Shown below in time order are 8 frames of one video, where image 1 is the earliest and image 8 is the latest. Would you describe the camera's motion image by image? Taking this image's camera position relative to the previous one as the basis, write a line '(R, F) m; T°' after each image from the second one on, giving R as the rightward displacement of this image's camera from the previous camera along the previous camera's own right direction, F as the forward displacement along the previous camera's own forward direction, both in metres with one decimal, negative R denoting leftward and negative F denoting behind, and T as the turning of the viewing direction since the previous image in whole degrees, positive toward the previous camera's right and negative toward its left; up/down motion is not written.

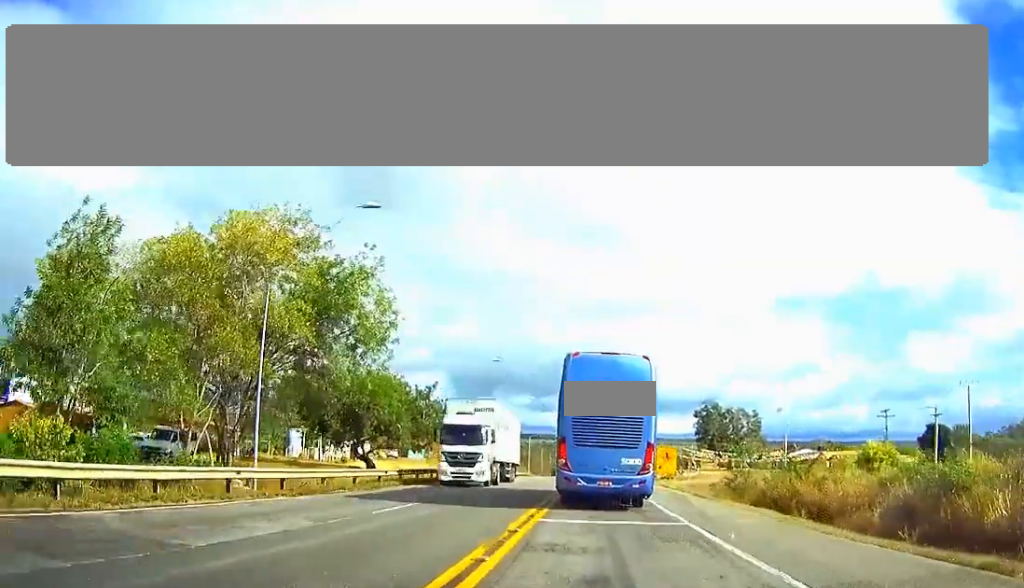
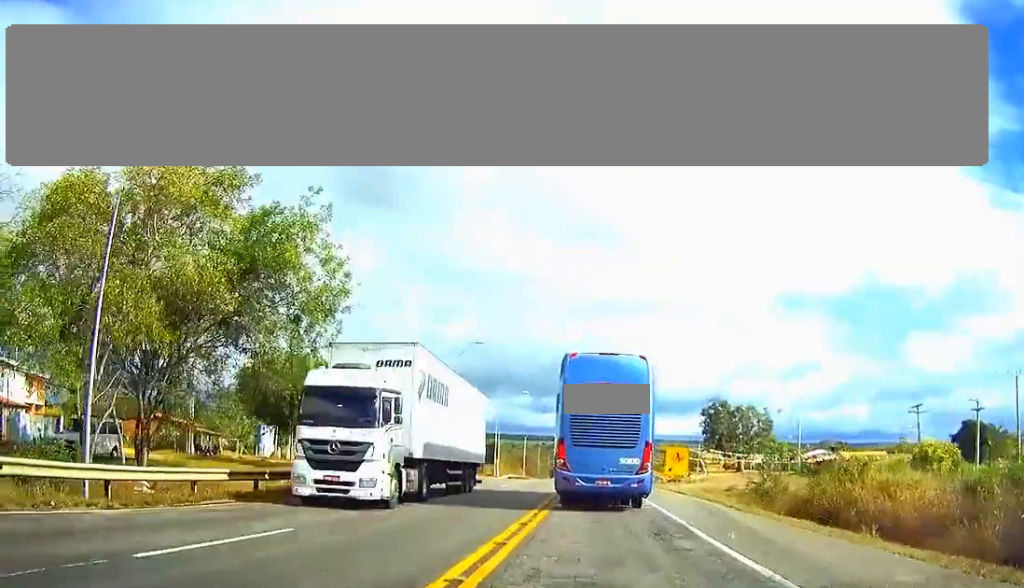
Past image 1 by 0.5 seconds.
(0.0, +10.2) m; 0°
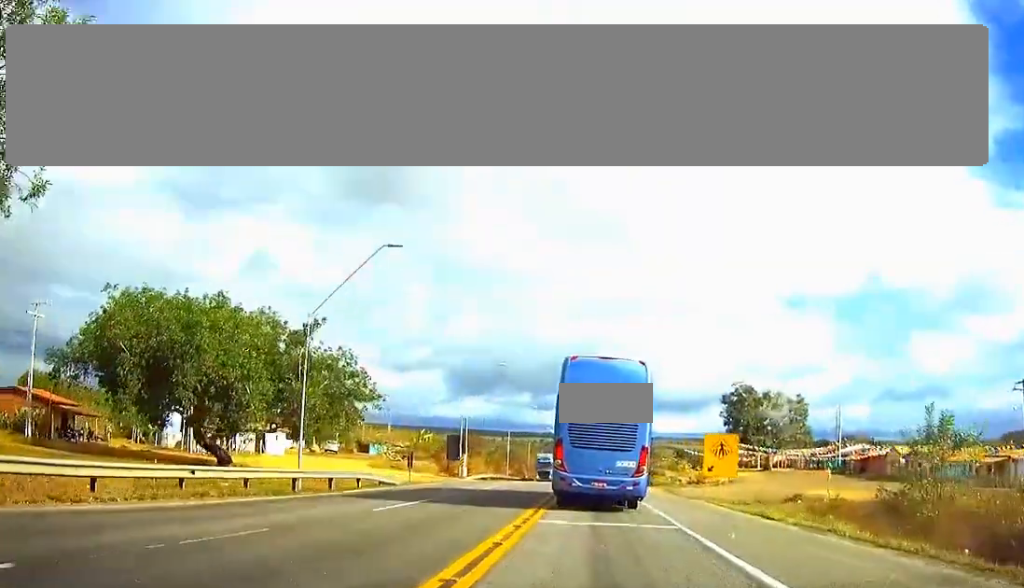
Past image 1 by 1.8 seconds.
(-0.1, +24.6) m; 0°
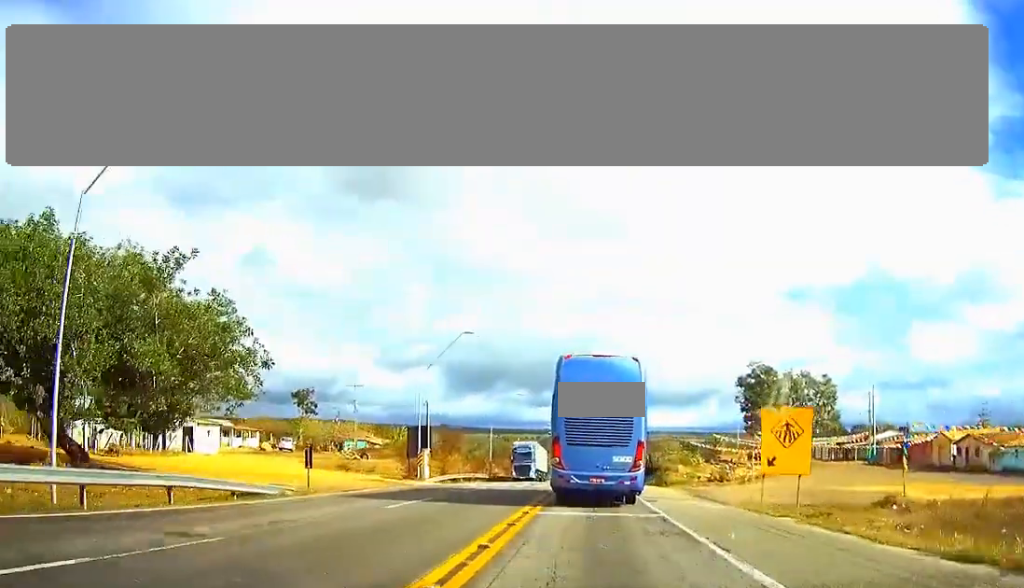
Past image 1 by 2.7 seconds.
(0.0, +16.3) m; 0°
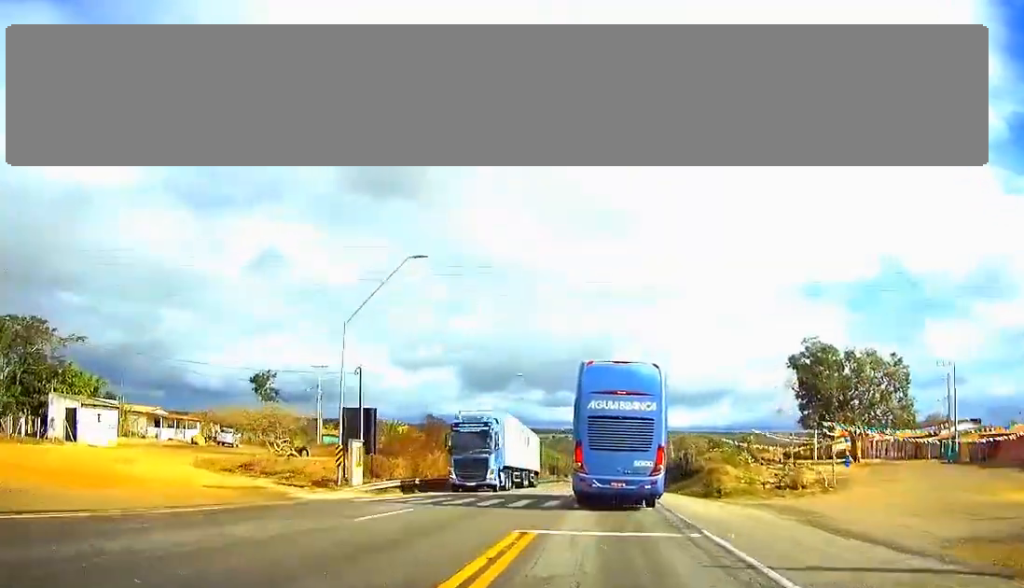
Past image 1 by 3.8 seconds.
(0.0, +20.7) m; 0°
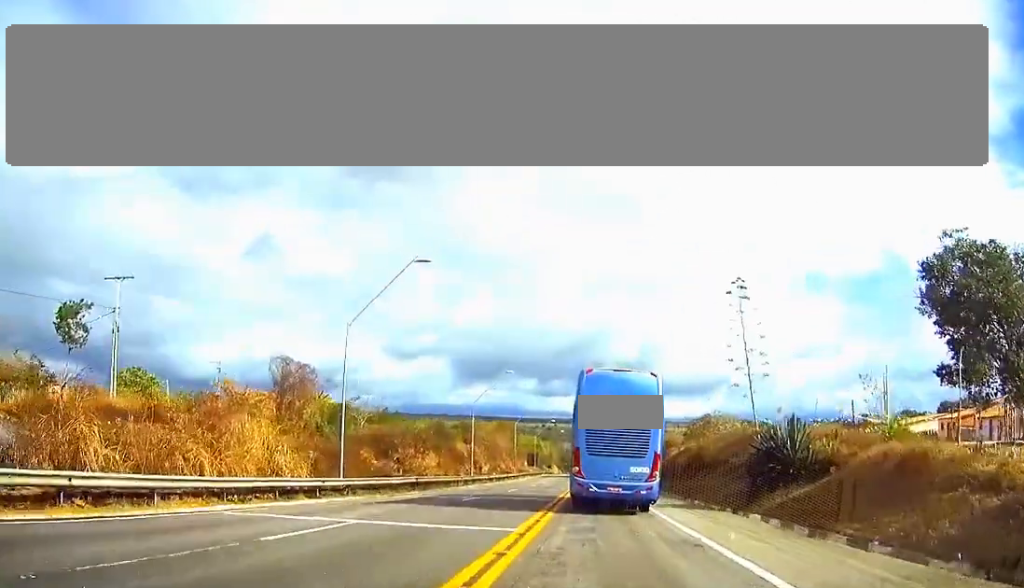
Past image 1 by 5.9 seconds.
(-0.1, +39.6) m; 0°
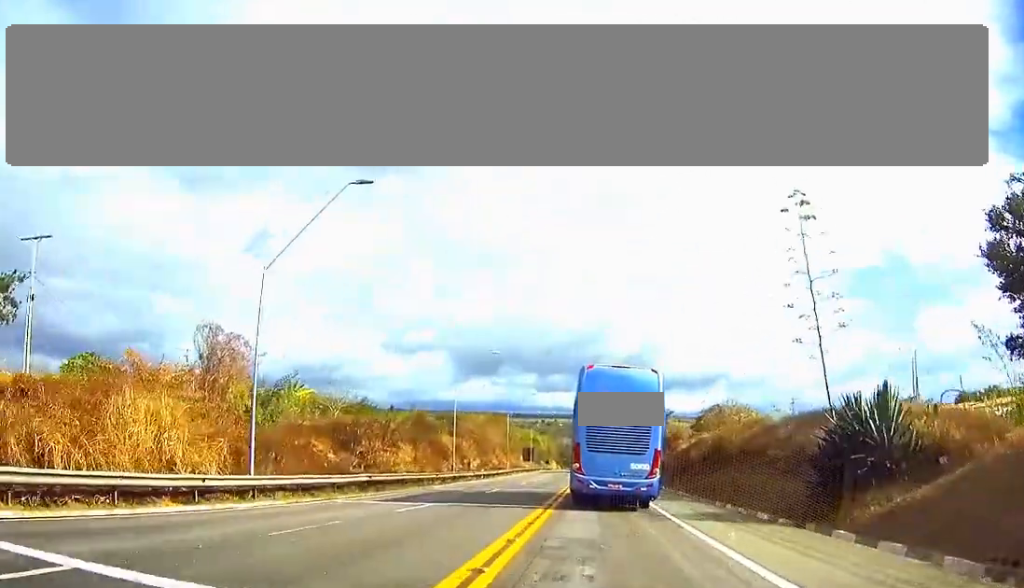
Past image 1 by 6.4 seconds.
(0.0, +9.9) m; 0°
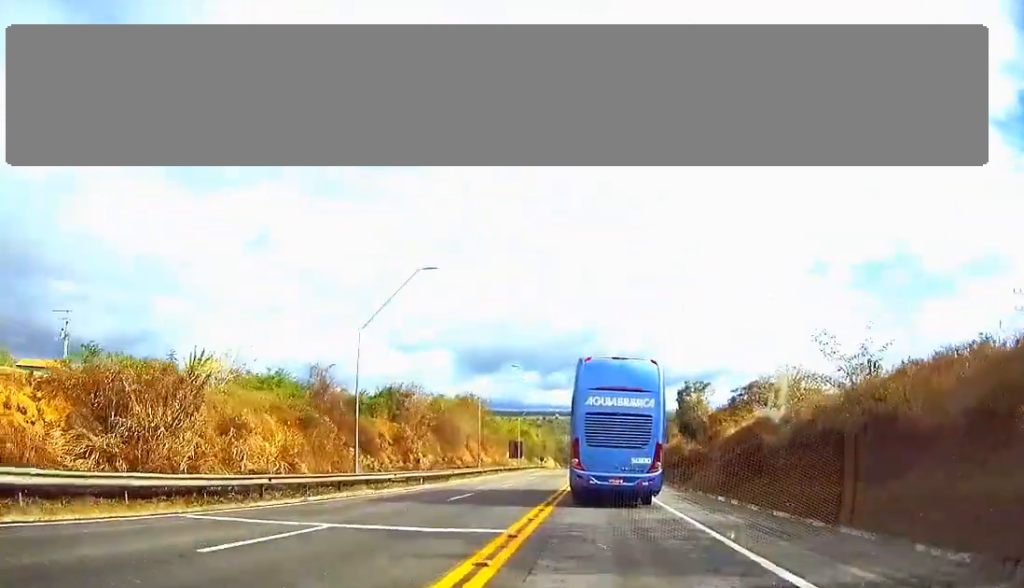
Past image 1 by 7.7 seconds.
(0.0, +27.8) m; 0°
